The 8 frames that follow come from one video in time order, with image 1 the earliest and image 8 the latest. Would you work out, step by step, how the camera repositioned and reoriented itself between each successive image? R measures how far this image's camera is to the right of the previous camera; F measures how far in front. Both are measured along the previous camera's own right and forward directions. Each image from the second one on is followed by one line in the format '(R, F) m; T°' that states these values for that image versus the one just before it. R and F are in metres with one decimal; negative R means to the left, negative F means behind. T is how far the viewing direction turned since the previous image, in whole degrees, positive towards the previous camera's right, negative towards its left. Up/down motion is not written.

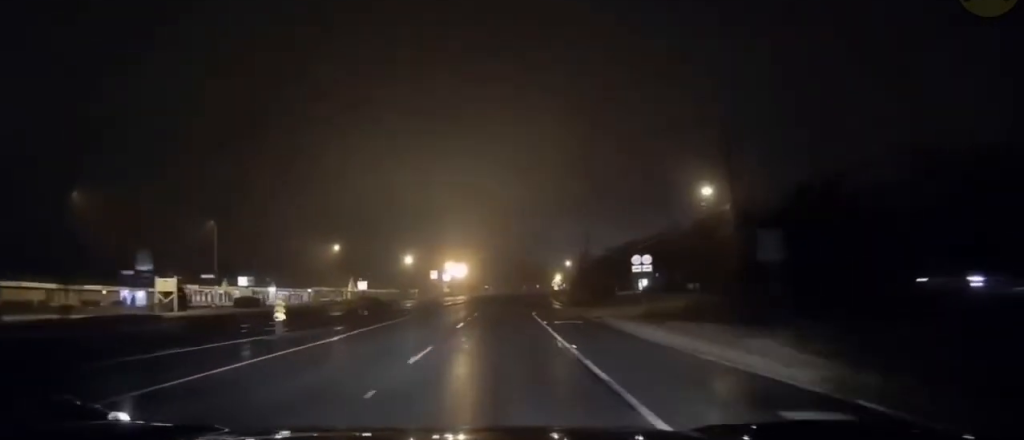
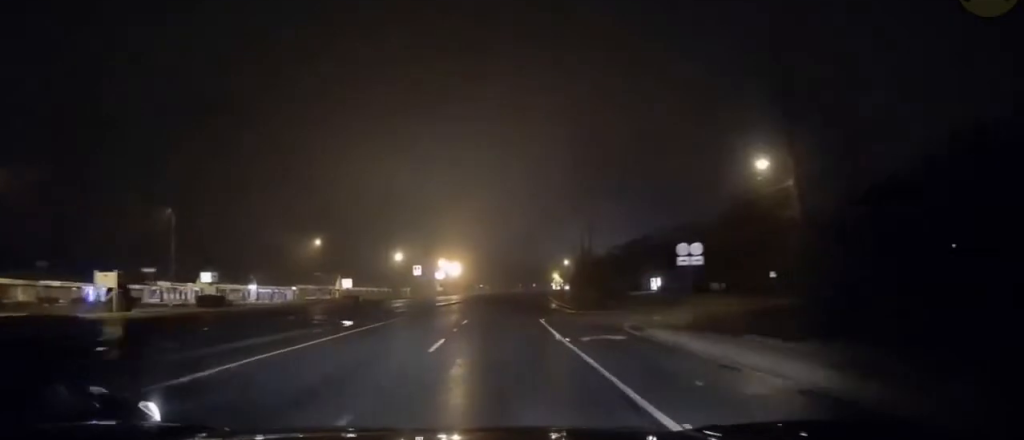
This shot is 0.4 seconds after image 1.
(+0.1, +10.1) m; 0°
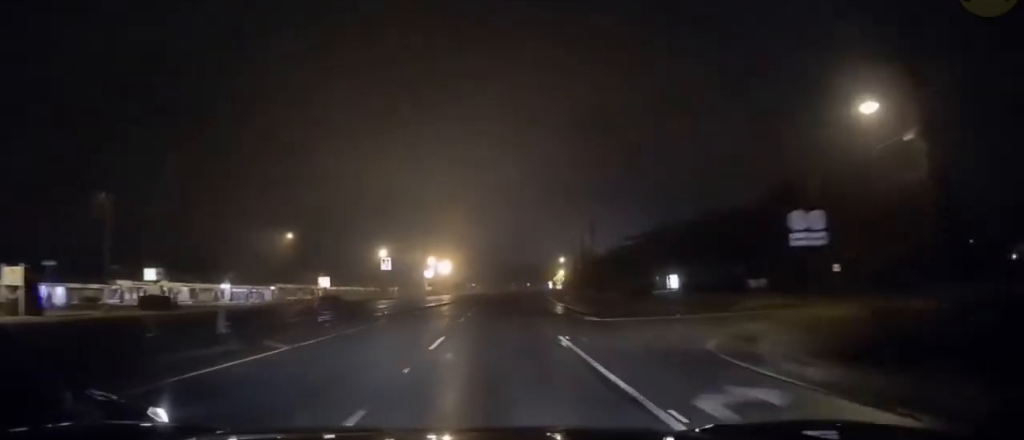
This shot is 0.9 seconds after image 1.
(0.0, +11.7) m; 0°
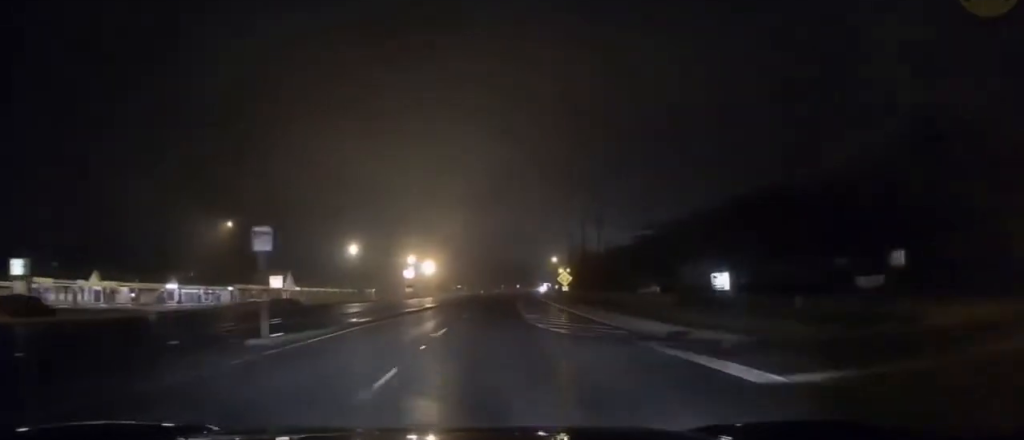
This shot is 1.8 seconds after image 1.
(0.0, +19.5) m; +1°
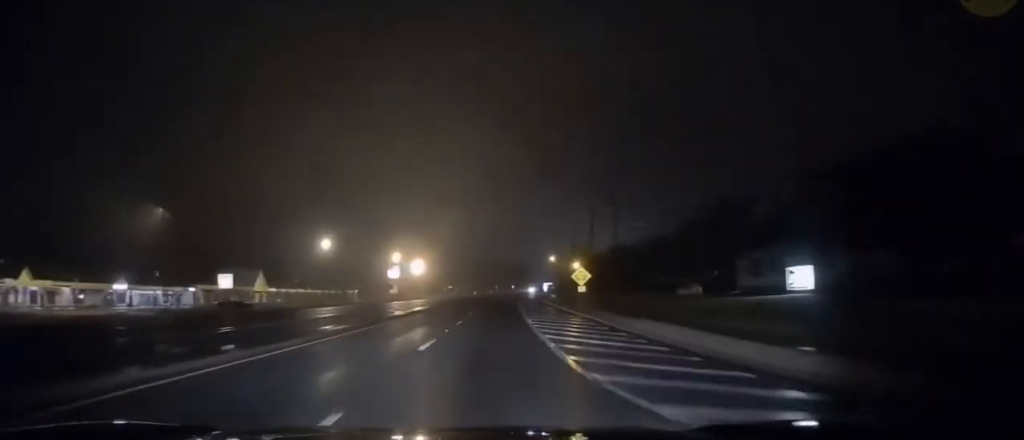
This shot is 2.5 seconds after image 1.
(+0.2, +16.4) m; +1°
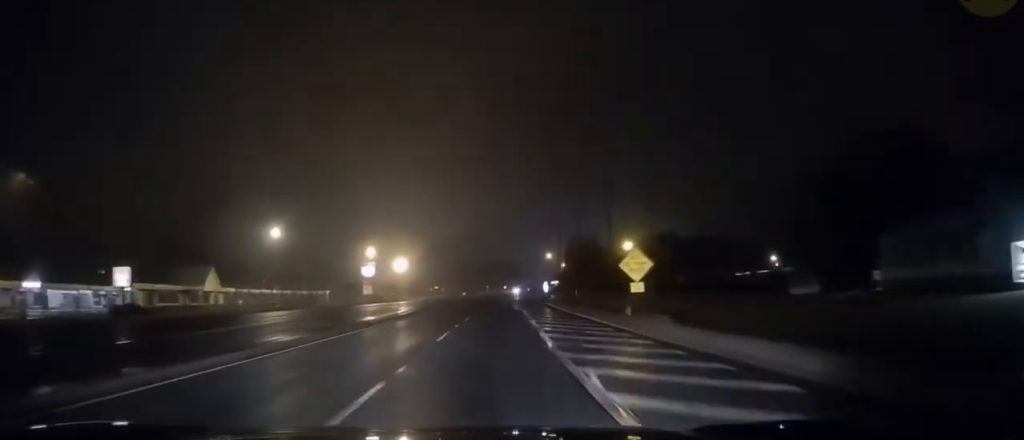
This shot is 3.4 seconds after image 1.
(+0.3, +21.9) m; +1°
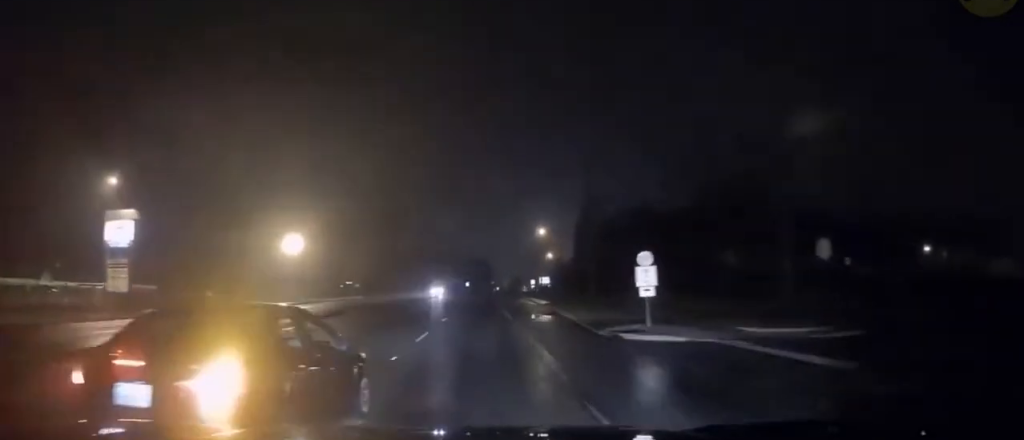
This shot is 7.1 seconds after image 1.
(+1.9, +86.1) m; +3°
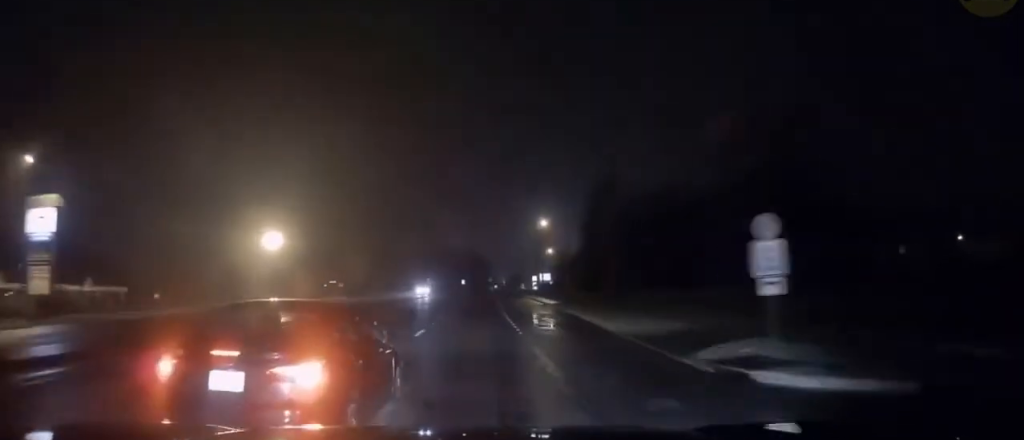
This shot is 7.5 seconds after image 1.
(-0.1, +10.9) m; +1°
